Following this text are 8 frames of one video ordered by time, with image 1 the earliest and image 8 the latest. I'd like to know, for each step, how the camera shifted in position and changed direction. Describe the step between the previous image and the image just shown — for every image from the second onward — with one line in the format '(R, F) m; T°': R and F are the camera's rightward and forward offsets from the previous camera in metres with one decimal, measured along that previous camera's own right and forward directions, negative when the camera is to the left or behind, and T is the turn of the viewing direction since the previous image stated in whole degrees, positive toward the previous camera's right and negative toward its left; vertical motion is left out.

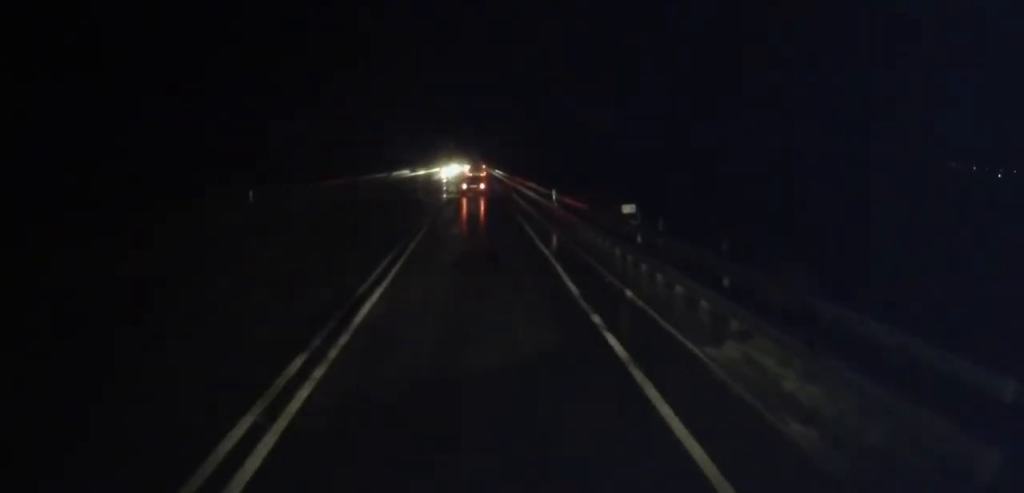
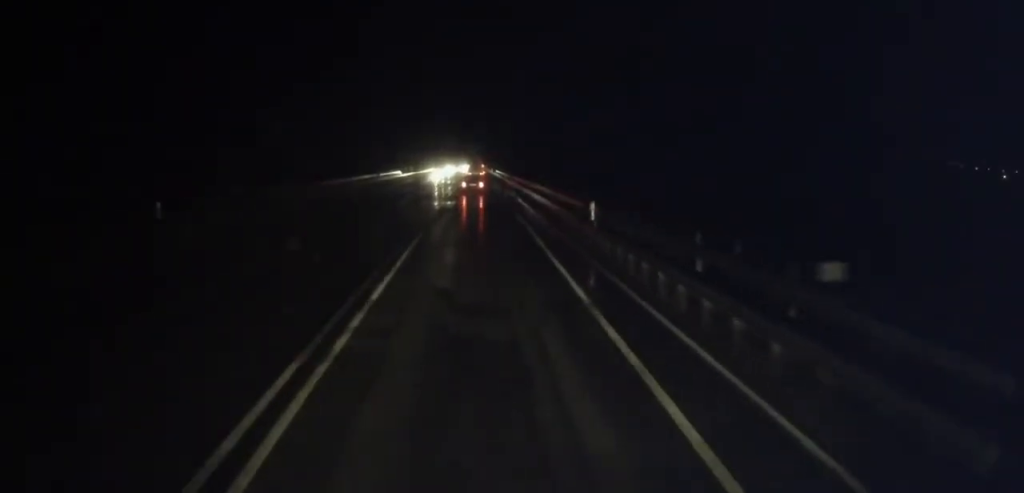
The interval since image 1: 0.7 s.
(0.0, +9.7) m; 0°
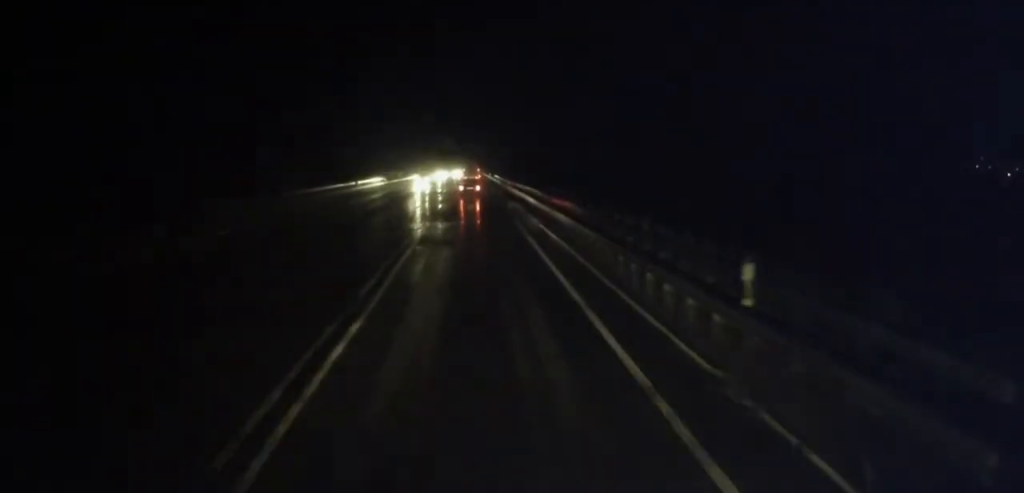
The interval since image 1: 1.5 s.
(0.0, +11.7) m; 0°
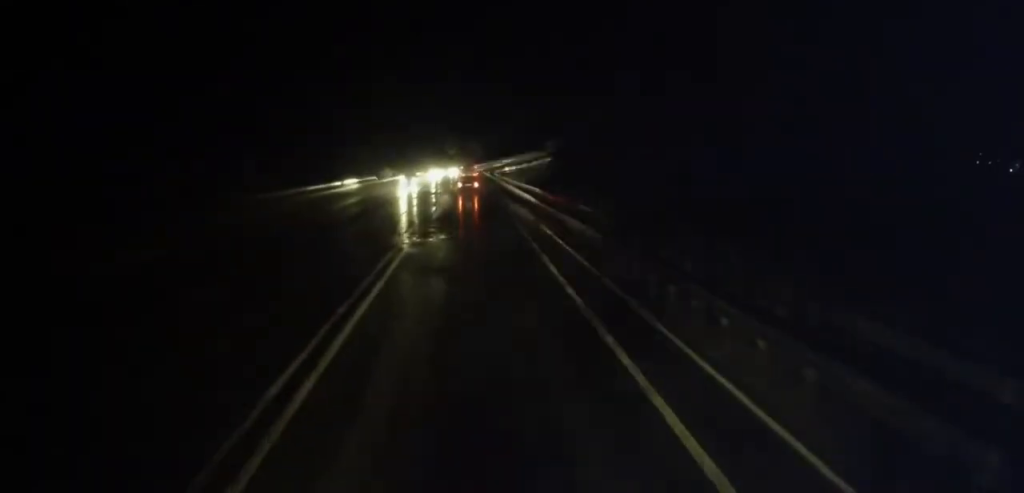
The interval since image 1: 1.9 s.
(0.0, +5.9) m; 0°
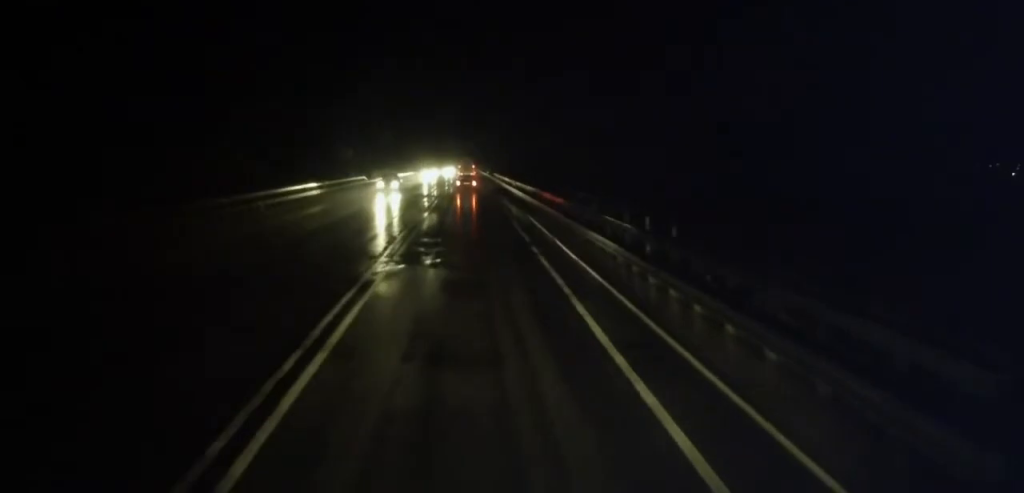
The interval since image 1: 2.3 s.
(0.0, +5.9) m; 0°
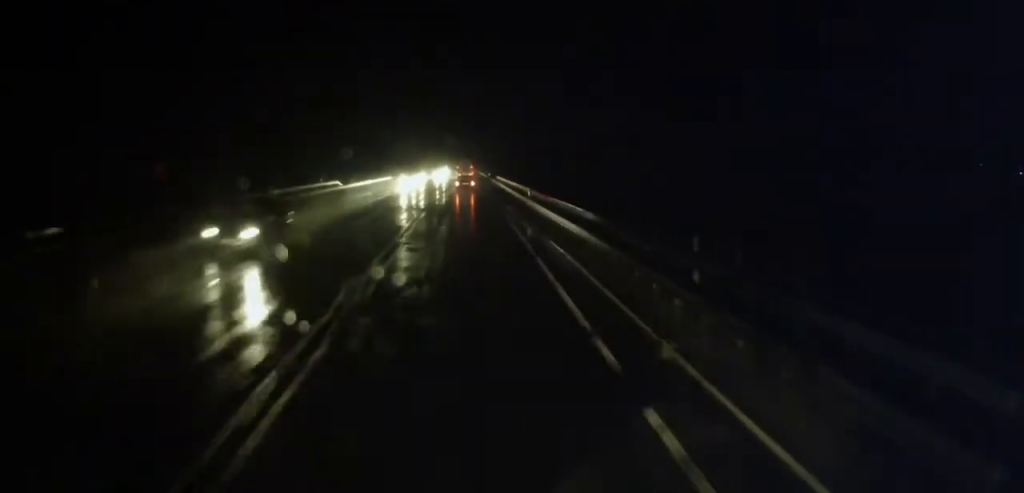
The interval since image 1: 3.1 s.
(0.0, +12.6) m; 0°
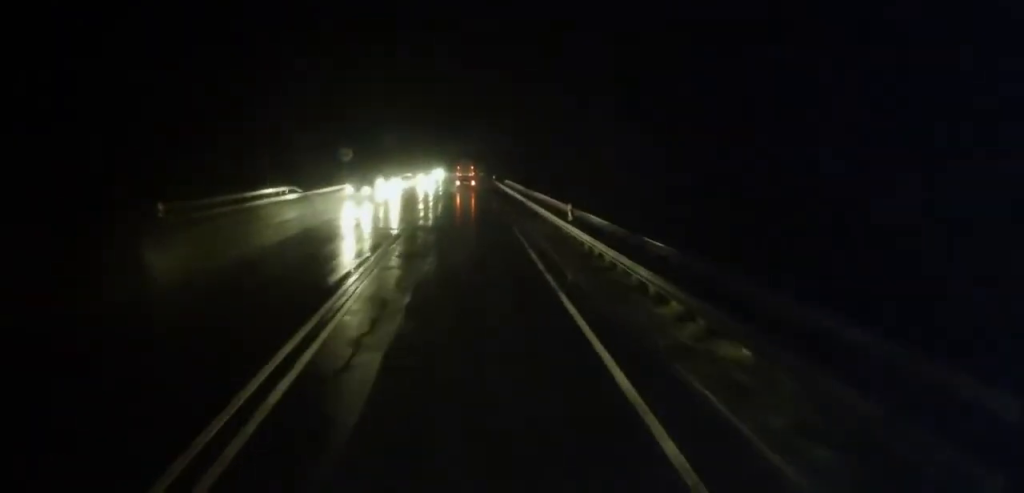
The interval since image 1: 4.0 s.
(0.0, +12.9) m; 0°
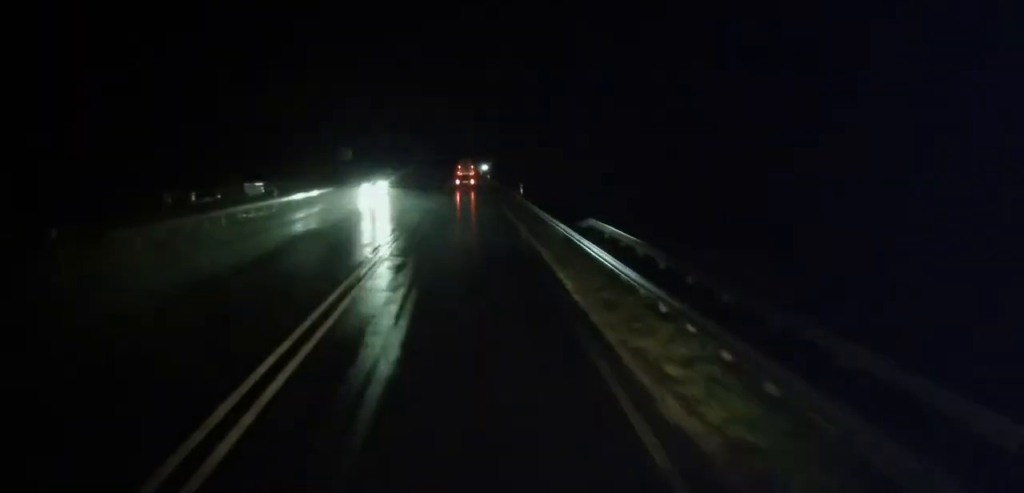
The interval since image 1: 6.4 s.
(+0.2, +34.6) m; +1°
